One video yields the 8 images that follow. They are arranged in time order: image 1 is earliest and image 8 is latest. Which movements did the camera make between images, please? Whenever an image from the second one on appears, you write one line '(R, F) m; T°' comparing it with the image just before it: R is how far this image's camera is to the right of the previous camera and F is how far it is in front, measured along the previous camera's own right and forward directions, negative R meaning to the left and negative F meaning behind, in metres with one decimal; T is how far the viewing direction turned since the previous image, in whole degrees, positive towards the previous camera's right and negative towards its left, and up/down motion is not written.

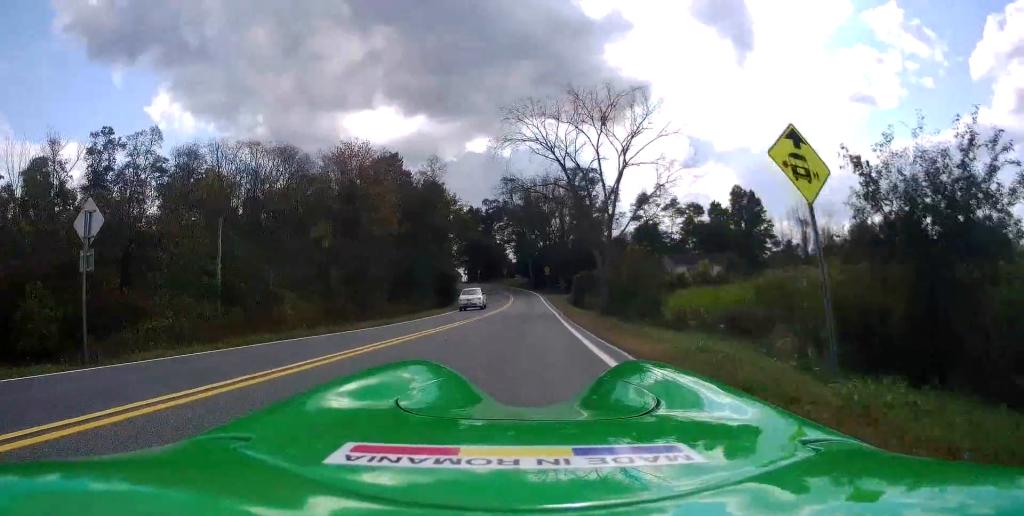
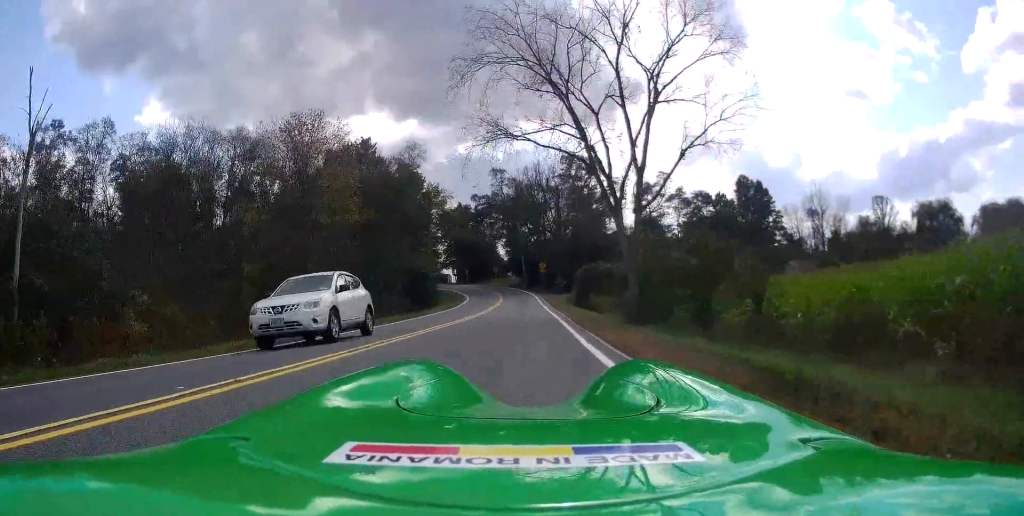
(-0.1, +11.8) m; 0°
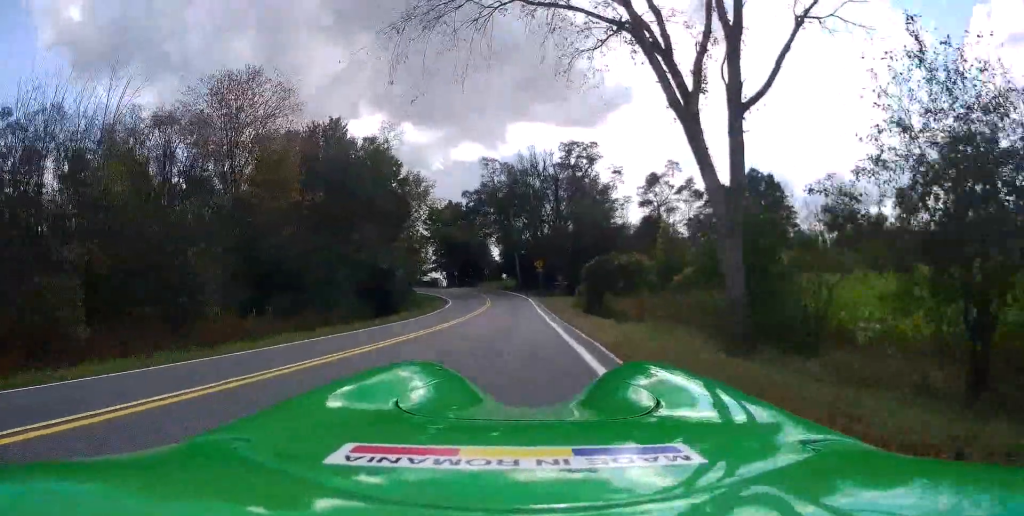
(0.0, +11.3) m; 0°
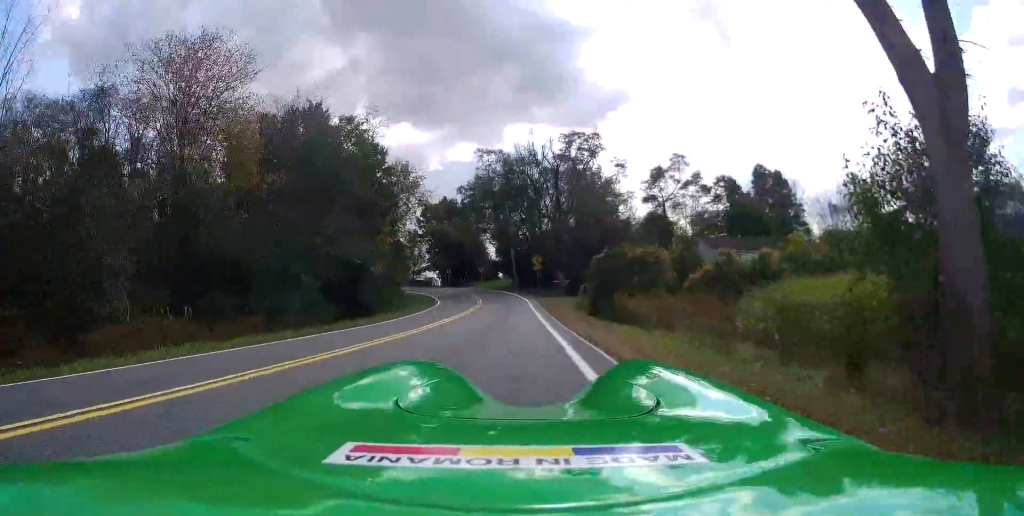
(0.0, +6.3) m; 0°
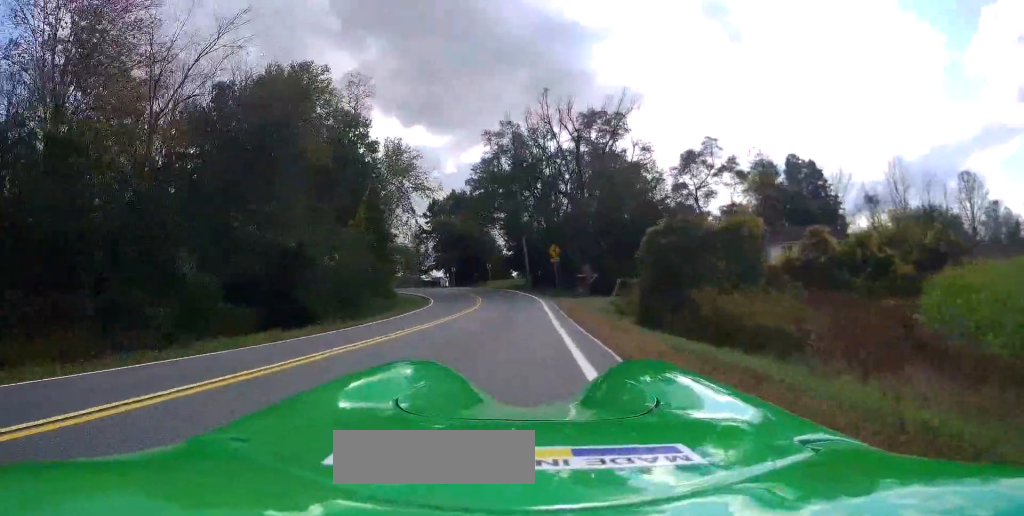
(0.0, +11.5) m; 0°
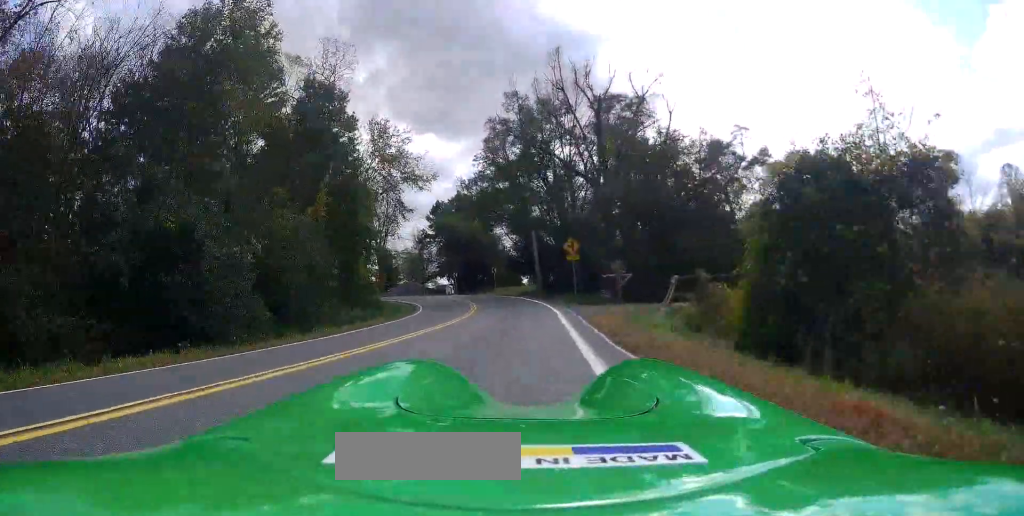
(0.0, +9.9) m; 0°
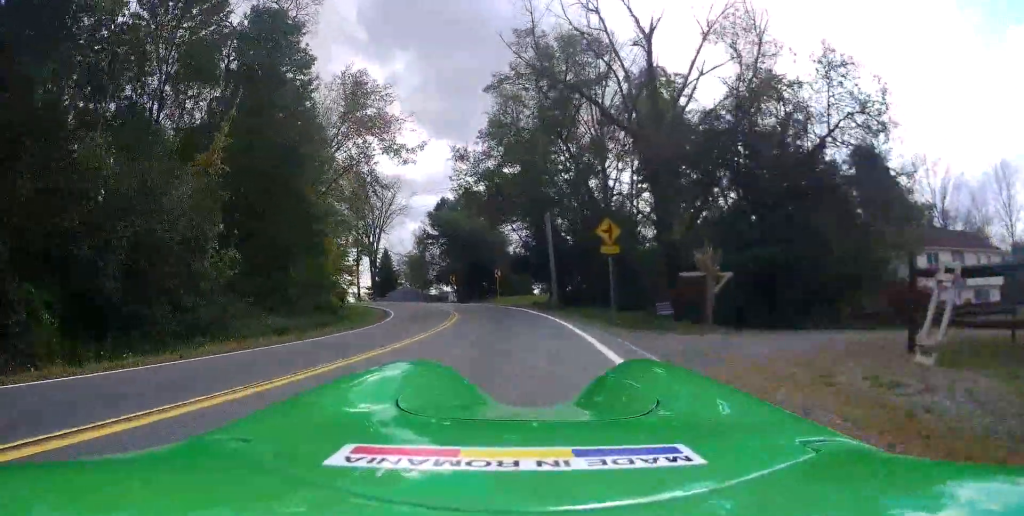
(0.0, +12.3) m; 0°
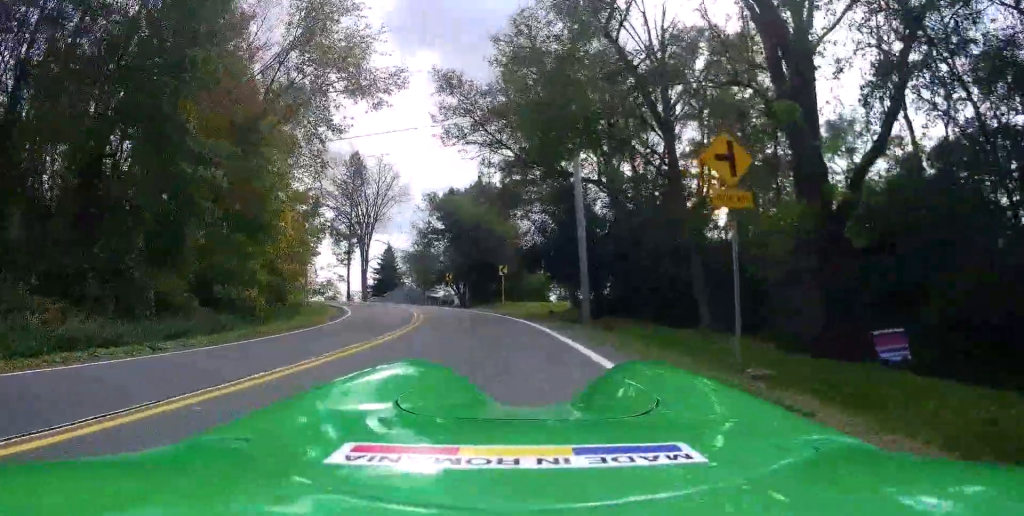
(0.0, +12.3) m; -1°
